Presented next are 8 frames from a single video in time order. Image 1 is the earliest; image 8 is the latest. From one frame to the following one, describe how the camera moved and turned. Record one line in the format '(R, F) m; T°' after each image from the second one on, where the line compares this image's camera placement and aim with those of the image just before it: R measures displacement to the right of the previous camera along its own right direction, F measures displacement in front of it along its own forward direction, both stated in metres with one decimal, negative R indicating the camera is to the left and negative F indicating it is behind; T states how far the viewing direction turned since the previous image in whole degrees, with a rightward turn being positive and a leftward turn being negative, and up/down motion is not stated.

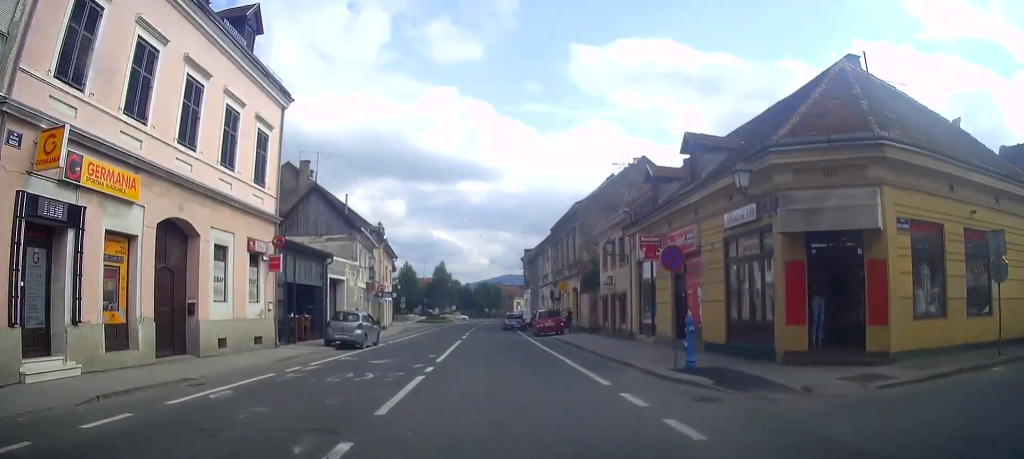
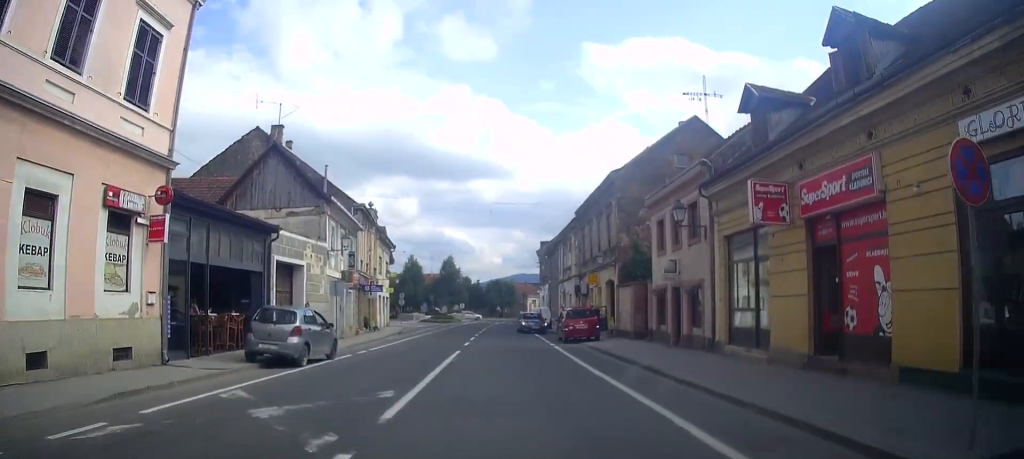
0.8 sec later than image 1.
(-0.1, +9.2) m; -1°
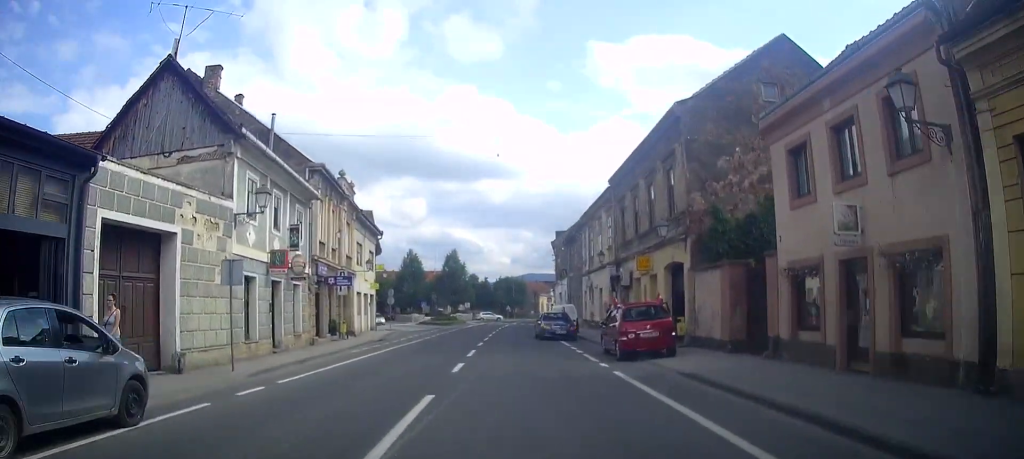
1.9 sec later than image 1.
(-0.1, +11.0) m; 0°
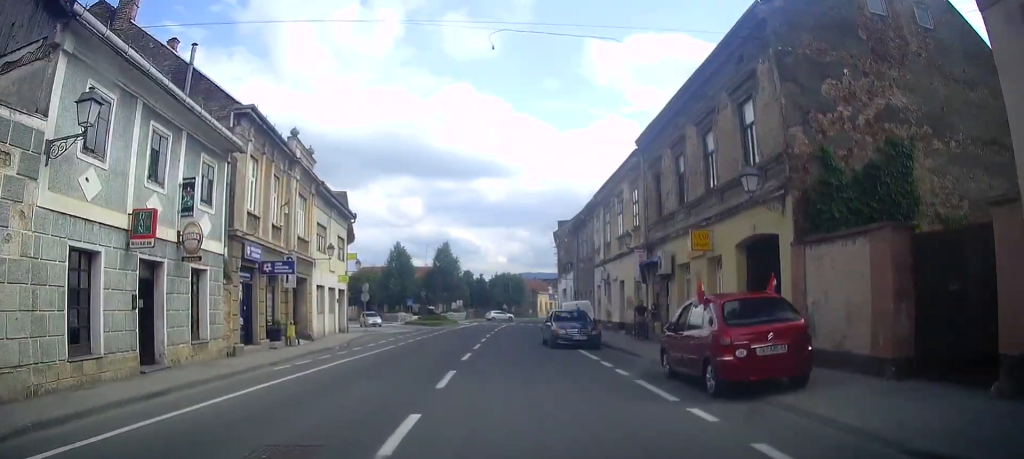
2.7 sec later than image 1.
(0.0, +8.0) m; 0°
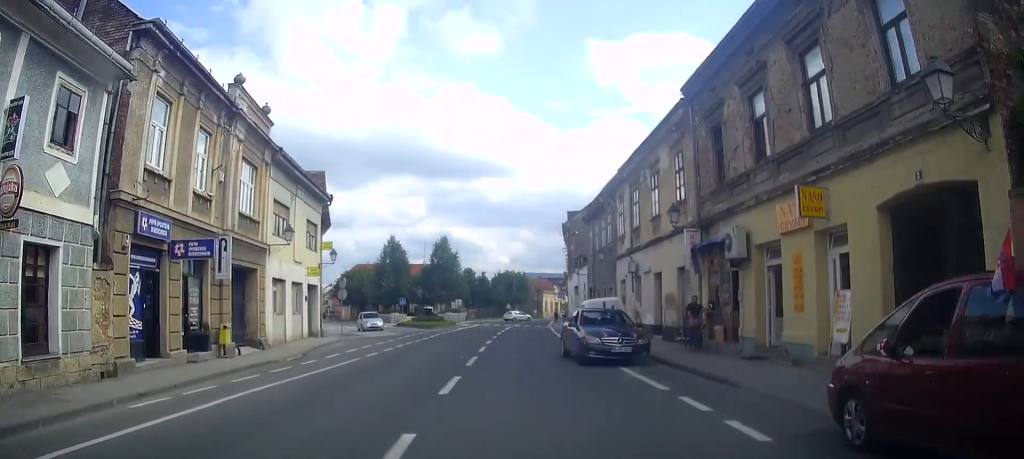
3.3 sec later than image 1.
(0.0, +6.8) m; 0°
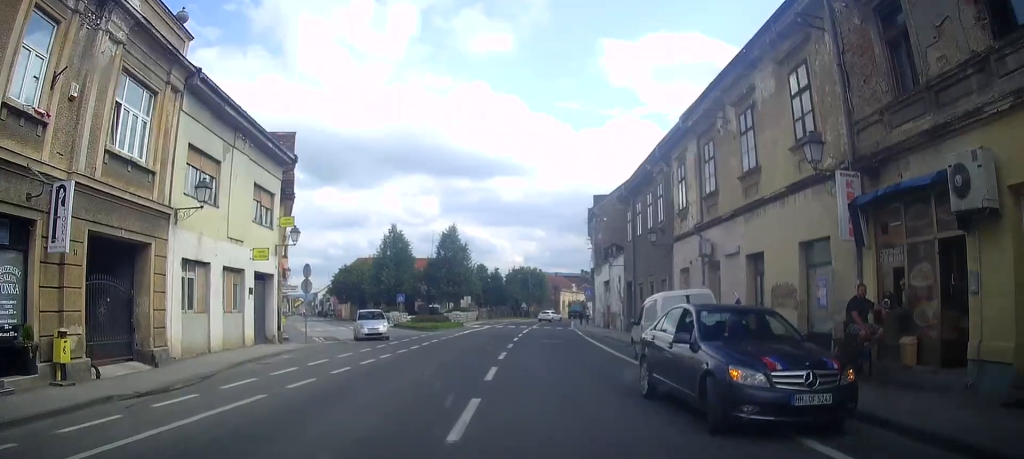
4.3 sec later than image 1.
(0.0, +8.6) m; +1°
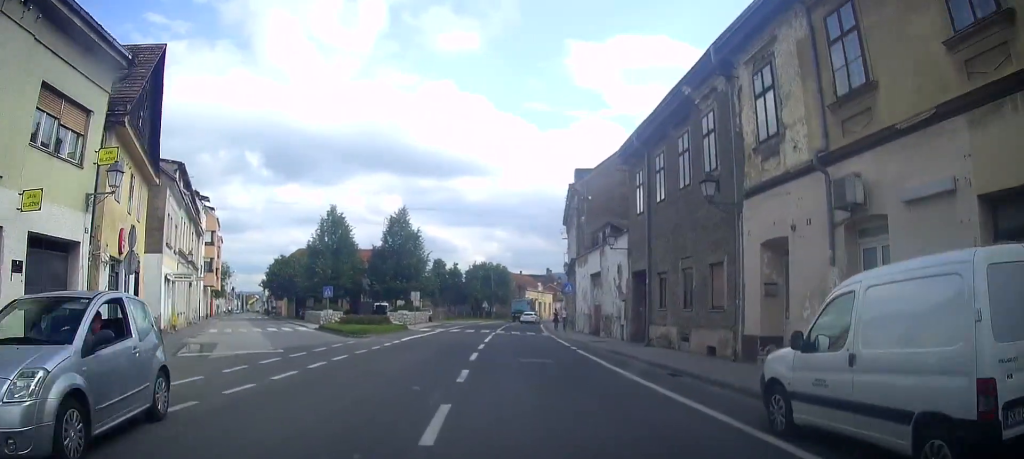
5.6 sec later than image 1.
(+0.2, +11.0) m; +1°
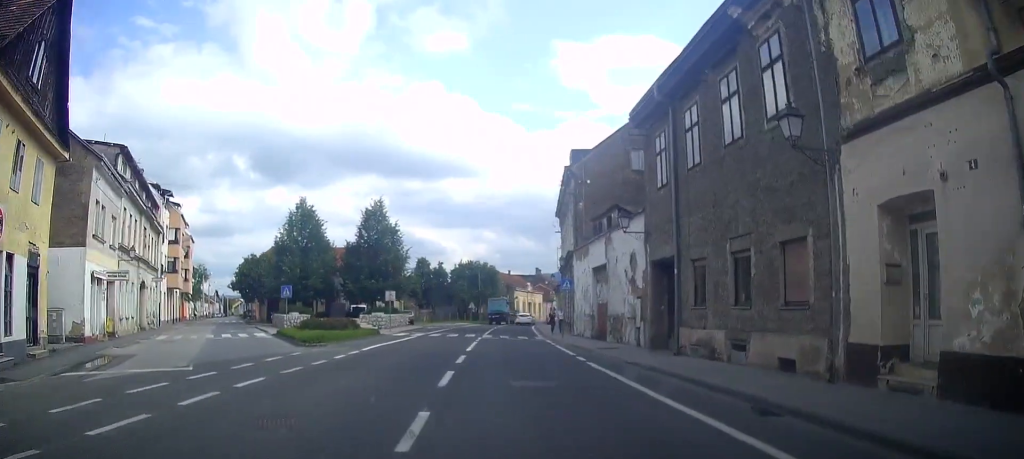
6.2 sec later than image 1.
(0.0, +5.5) m; +1°
